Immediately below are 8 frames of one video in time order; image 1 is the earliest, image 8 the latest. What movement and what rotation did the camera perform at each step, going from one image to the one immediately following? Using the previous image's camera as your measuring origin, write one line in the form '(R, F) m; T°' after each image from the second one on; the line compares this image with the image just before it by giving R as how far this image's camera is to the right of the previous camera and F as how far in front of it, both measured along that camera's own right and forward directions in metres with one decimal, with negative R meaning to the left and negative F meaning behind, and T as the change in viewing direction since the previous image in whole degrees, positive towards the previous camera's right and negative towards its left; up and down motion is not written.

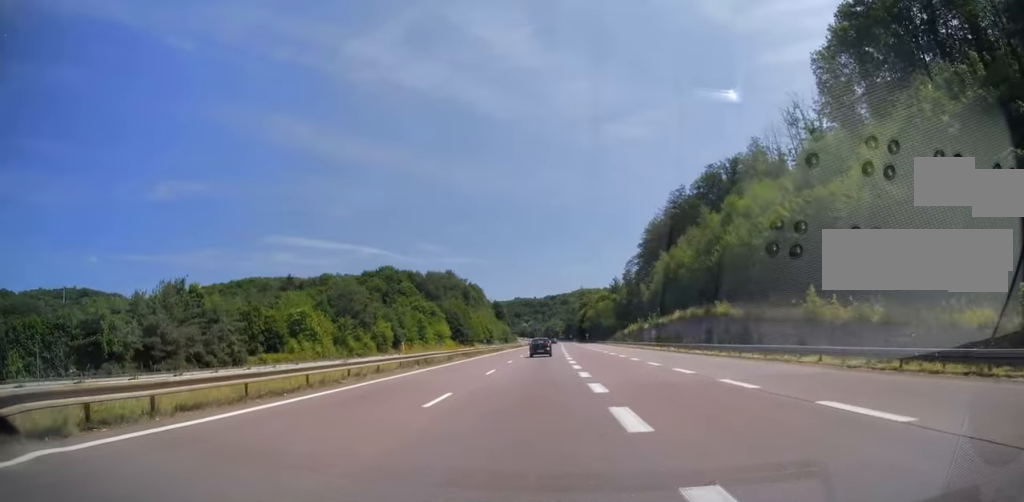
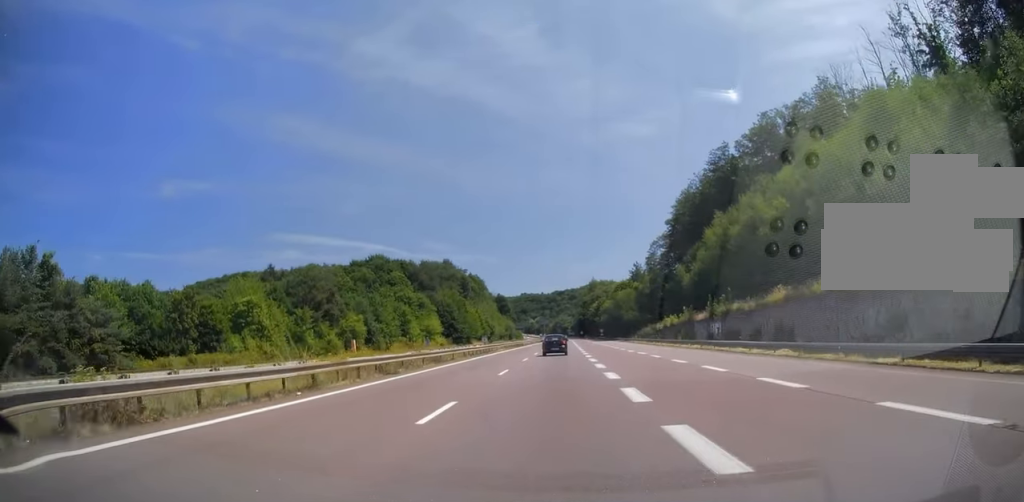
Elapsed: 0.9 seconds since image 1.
(0.0, +27.1) m; 0°
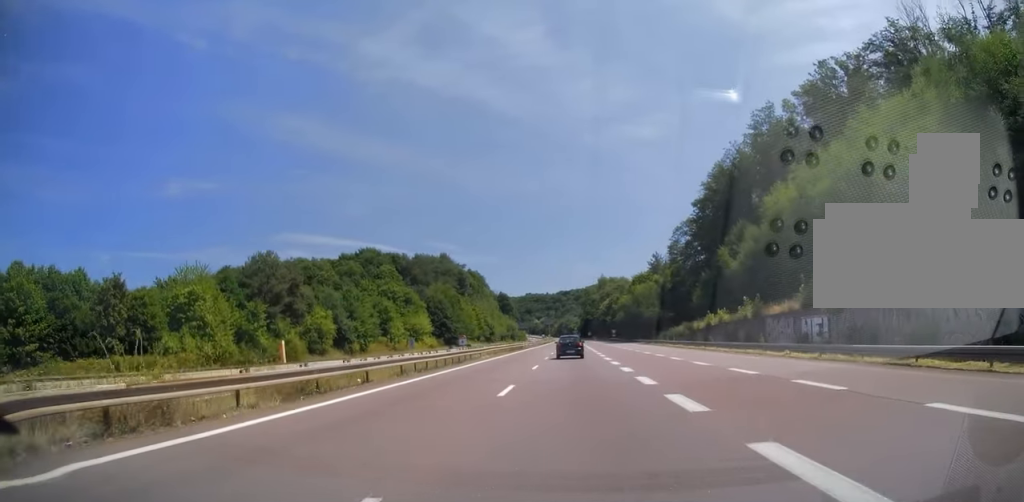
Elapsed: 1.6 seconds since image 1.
(0.0, +19.7) m; 0°
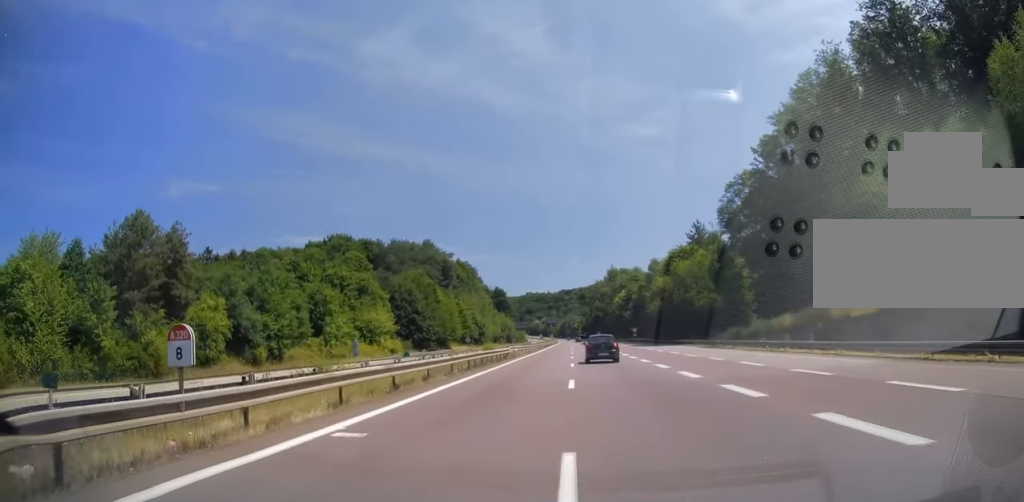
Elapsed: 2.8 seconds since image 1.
(0.0, +34.5) m; 0°
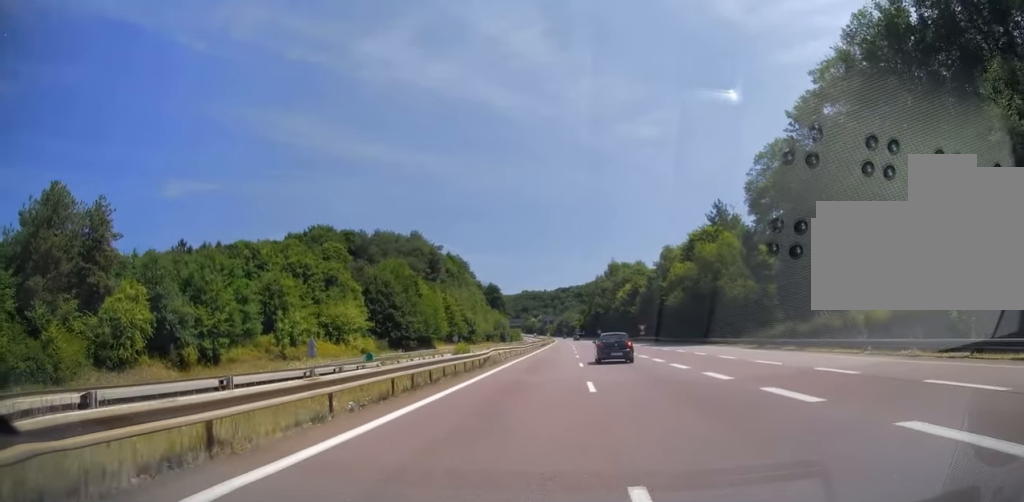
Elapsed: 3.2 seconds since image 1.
(0.0, +13.8) m; 0°
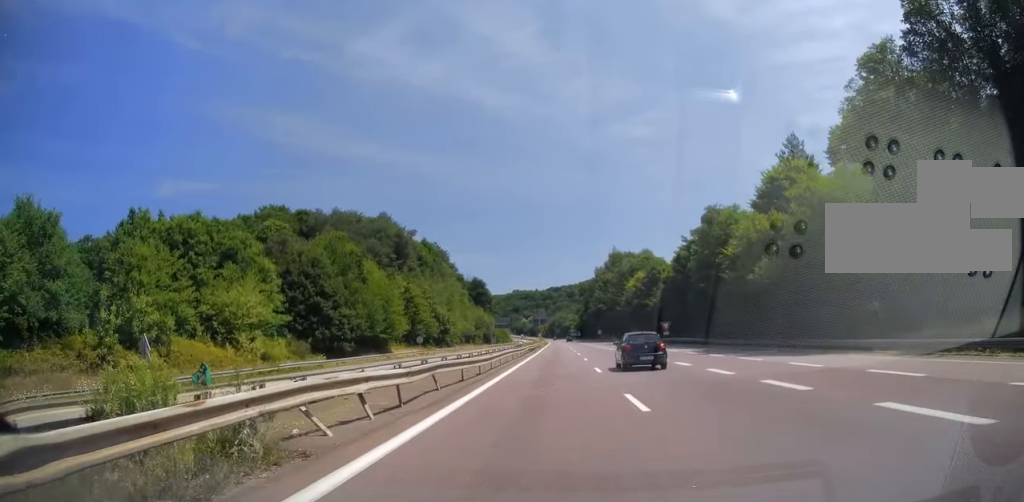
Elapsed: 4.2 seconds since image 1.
(0.0, +28.1) m; +1°
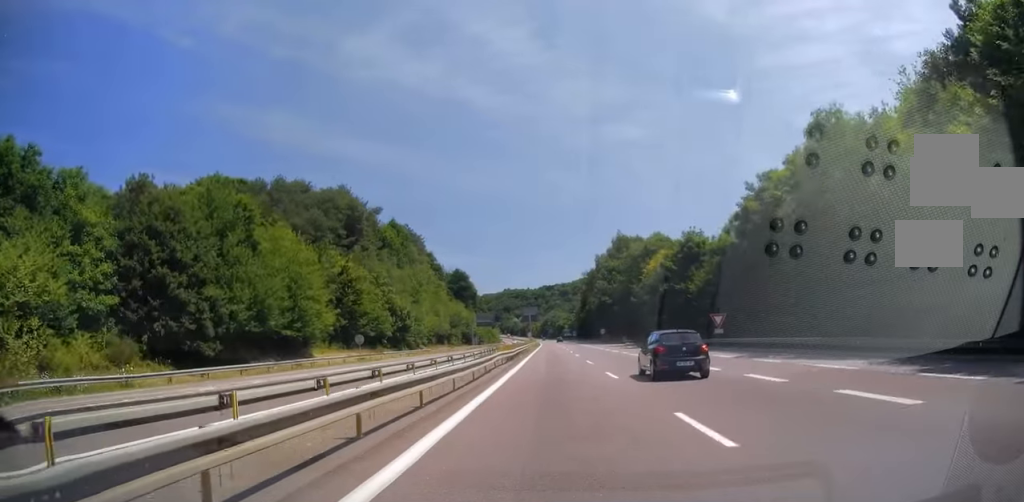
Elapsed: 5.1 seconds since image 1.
(+0.2, +28.1) m; +1°
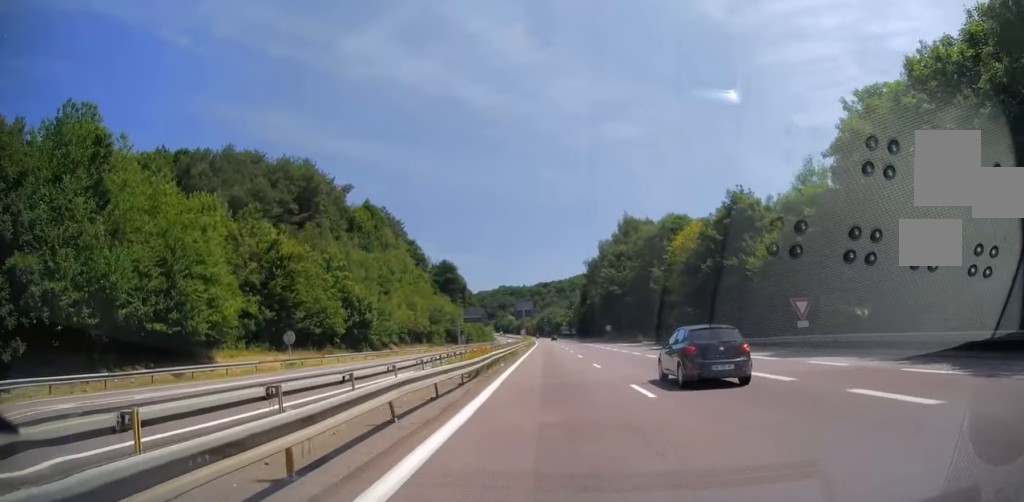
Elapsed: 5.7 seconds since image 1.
(+0.1, +18.7) m; 0°
